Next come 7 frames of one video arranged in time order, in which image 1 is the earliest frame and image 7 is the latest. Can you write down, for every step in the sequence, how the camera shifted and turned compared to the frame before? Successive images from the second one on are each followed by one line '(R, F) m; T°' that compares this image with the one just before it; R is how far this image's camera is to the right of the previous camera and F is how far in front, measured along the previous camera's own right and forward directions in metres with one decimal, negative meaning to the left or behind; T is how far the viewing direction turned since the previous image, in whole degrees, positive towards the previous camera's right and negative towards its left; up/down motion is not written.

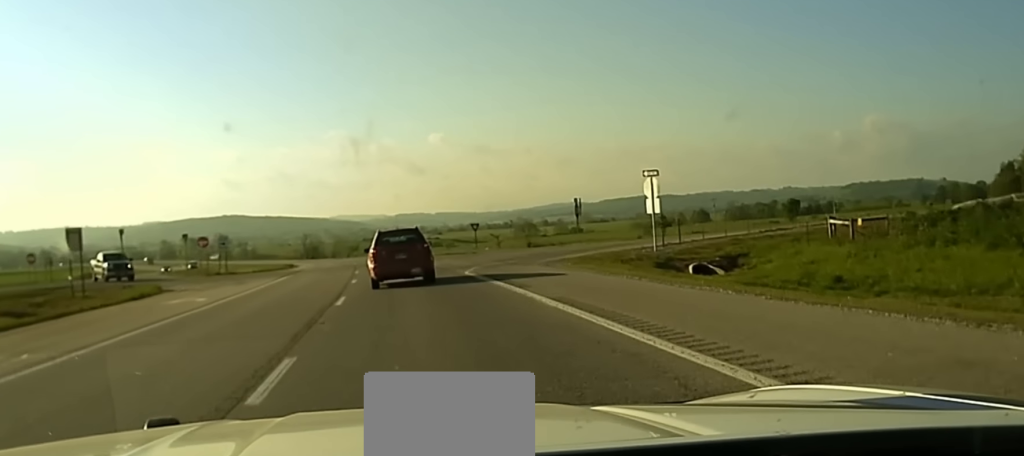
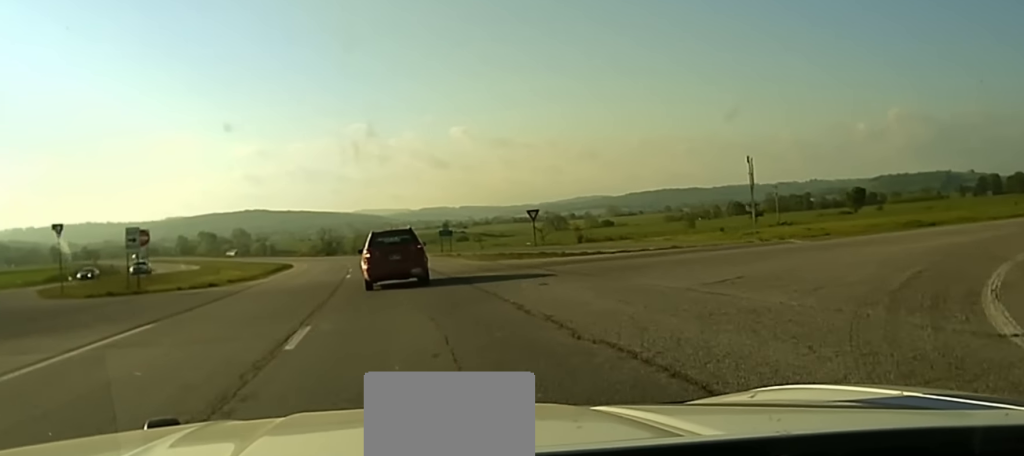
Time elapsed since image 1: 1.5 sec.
(+0.1, +32.4) m; -1°
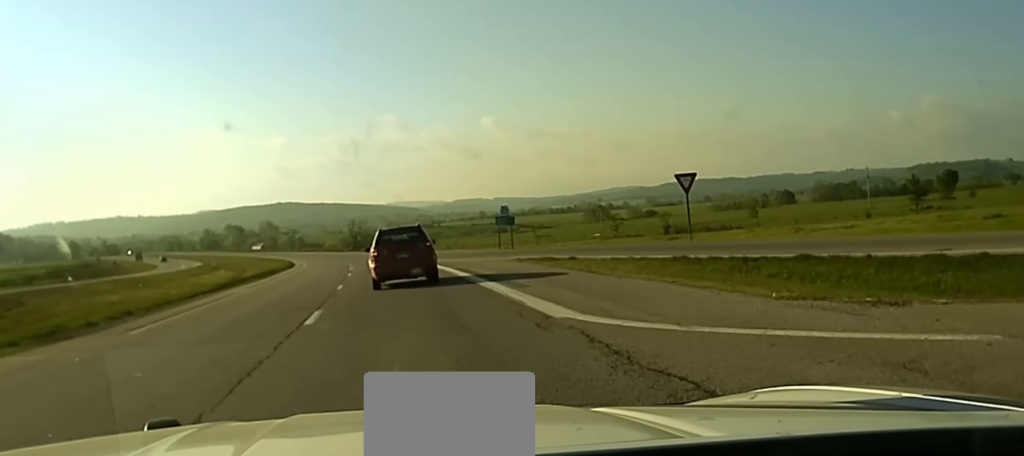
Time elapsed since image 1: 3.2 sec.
(-1.0, +35.5) m; -2°
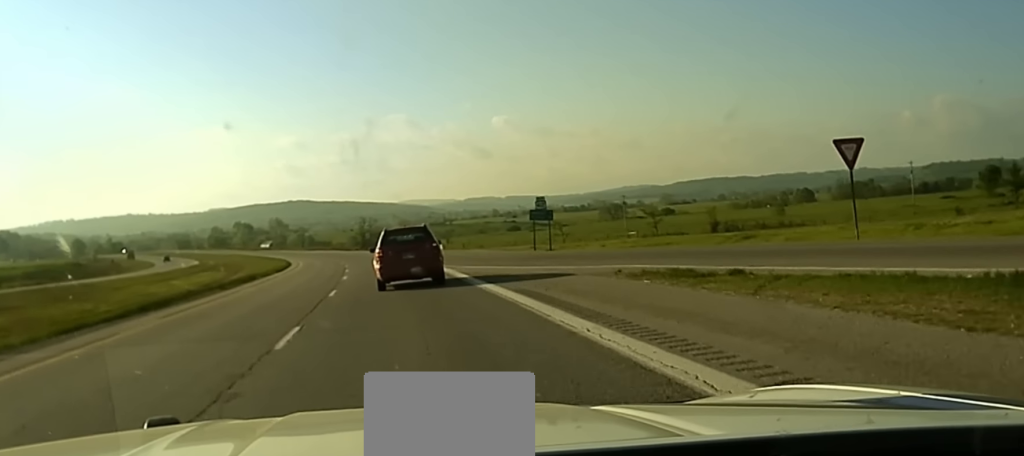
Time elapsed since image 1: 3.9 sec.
(0.0, +14.7) m; -1°
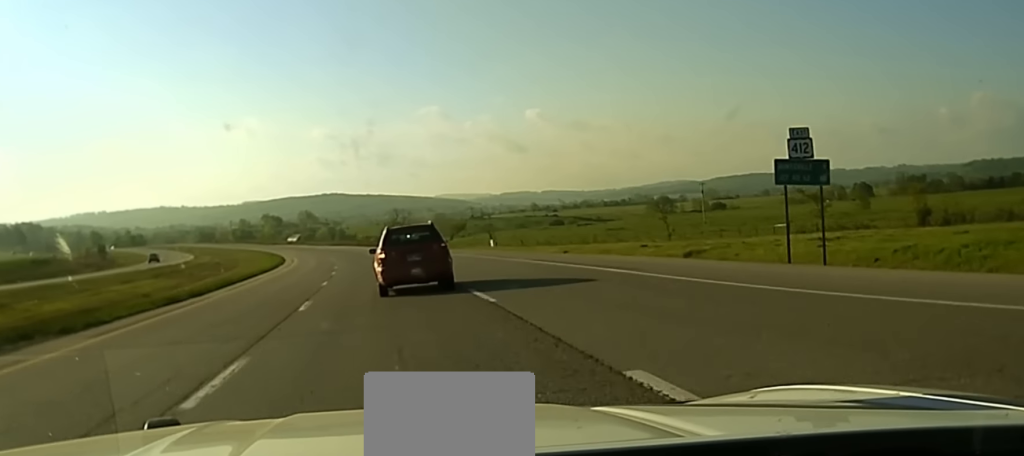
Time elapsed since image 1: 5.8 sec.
(-0.7, +40.4) m; -2°
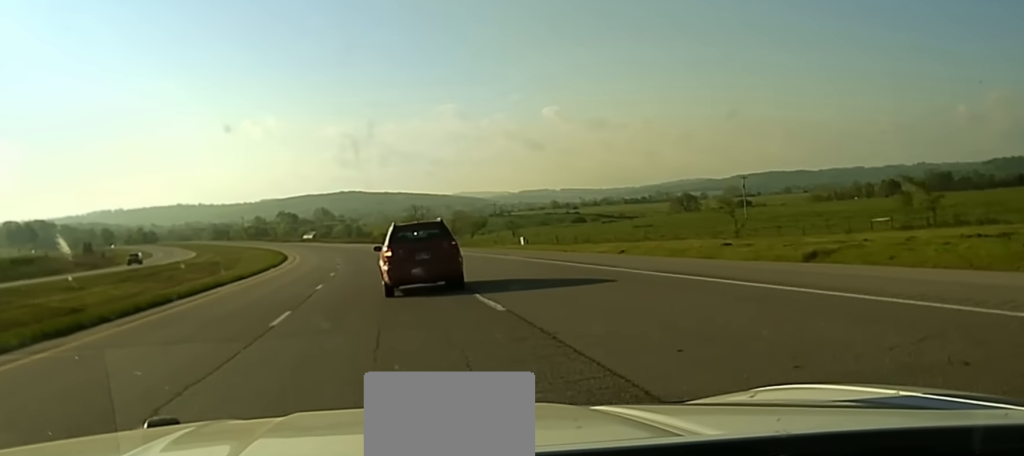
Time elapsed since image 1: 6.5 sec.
(0.0, +15.1) m; -1°
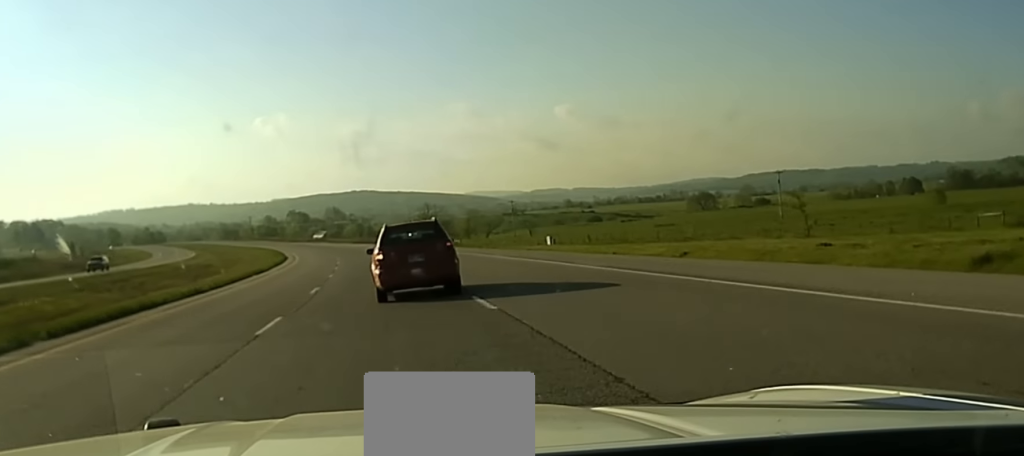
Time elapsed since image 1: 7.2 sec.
(-0.4, +13.7) m; -1°
